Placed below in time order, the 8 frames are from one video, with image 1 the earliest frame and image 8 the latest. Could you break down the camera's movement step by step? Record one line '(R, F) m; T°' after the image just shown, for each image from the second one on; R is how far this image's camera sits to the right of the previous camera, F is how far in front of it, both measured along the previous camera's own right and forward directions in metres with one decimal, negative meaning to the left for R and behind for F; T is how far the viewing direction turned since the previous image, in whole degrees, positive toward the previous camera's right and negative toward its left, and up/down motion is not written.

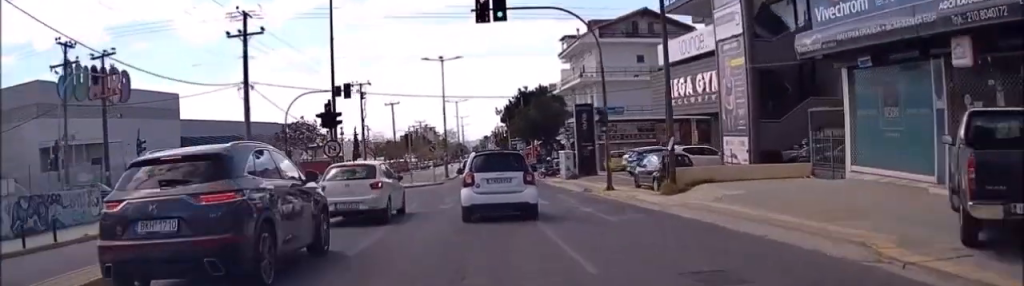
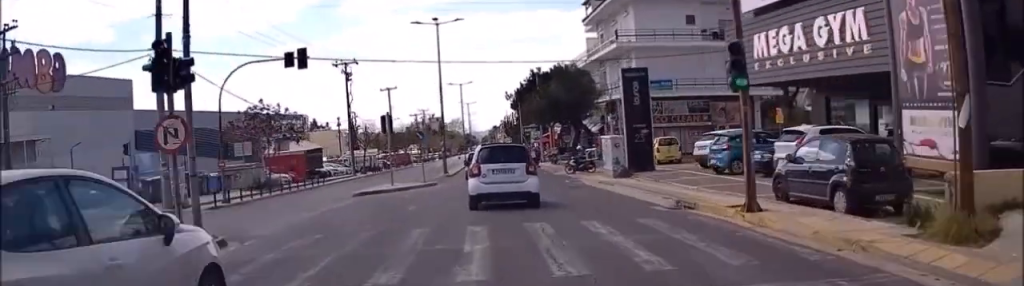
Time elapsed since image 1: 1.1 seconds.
(0.0, +13.0) m; 0°
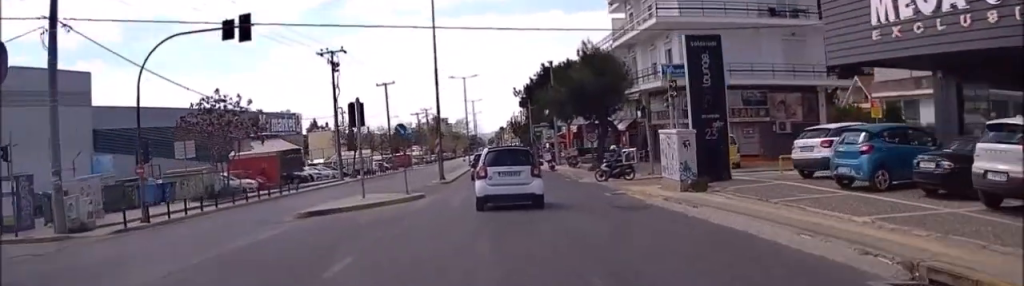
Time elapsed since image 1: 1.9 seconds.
(0.0, +7.8) m; -1°
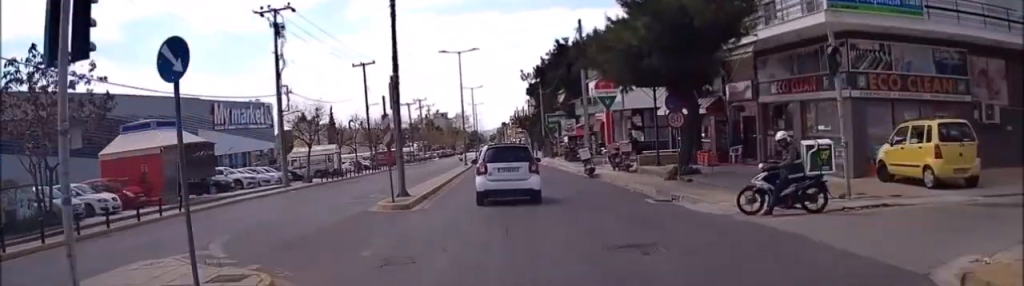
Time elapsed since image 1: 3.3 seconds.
(-0.2, +15.5) m; -1°
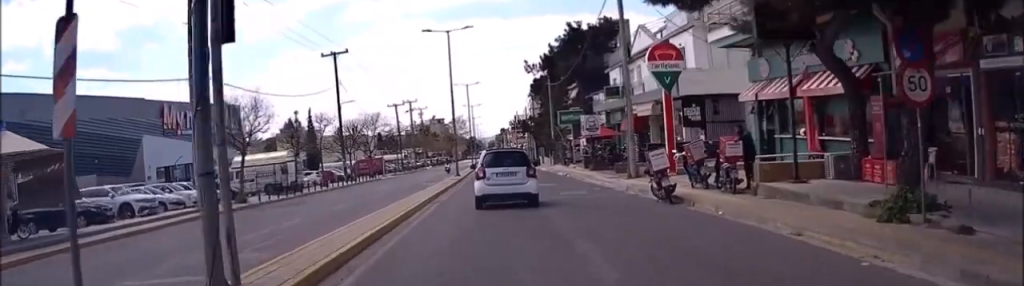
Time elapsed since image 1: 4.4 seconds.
(-0.1, +12.5) m; 0°
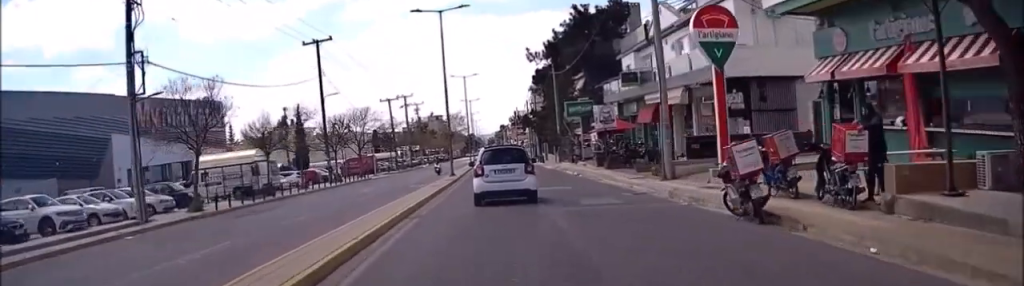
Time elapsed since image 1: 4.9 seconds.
(0.0, +5.6) m; 0°
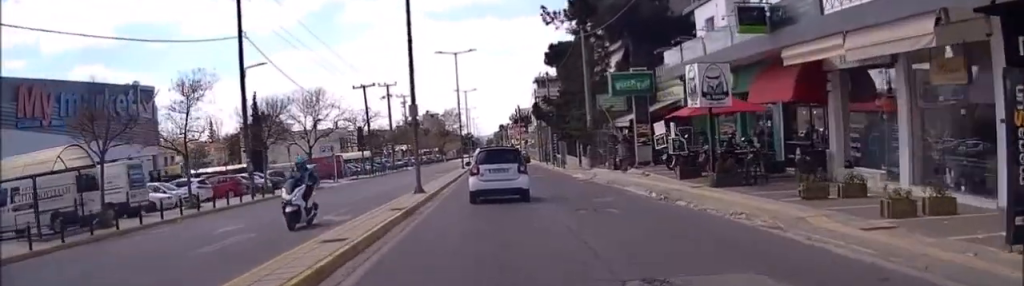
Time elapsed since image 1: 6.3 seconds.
(+0.1, +18.5) m; 0°
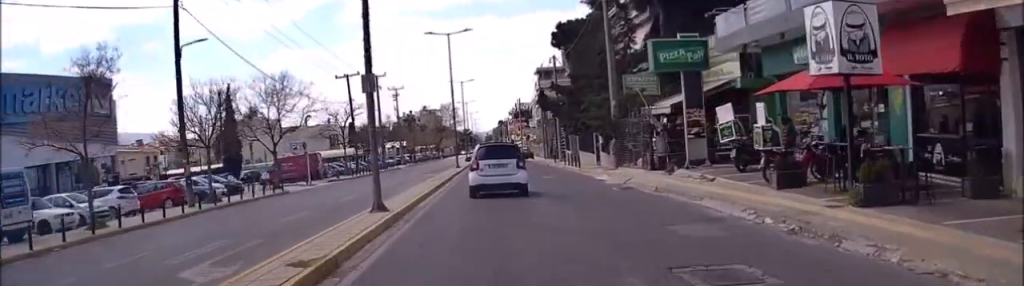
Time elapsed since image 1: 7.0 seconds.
(0.0, +8.7) m; 0°
